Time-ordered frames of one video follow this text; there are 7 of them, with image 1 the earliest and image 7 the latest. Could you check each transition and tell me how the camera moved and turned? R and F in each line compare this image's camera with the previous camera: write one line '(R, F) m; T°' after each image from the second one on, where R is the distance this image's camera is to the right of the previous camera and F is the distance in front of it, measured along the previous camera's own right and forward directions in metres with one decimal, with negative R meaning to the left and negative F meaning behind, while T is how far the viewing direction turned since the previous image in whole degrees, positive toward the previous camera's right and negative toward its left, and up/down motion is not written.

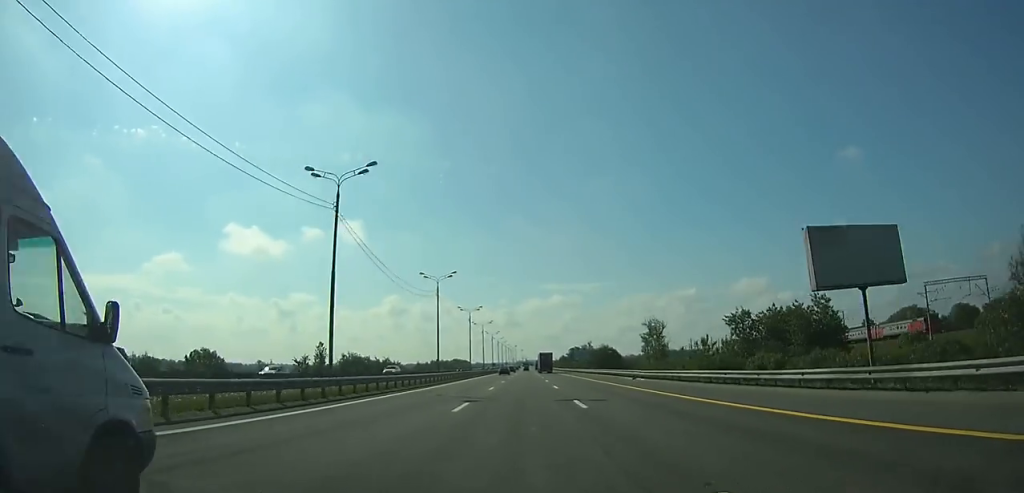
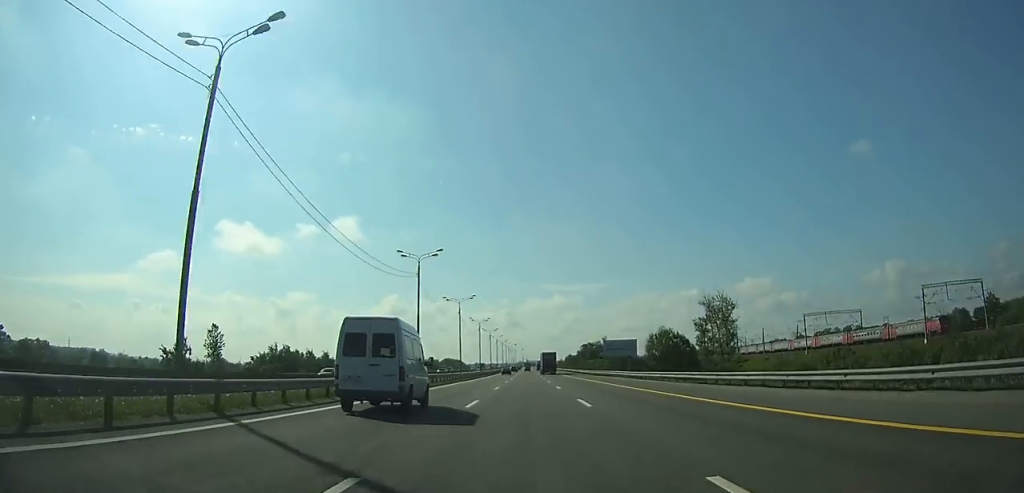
(+0.2, +62.0) m; 0°
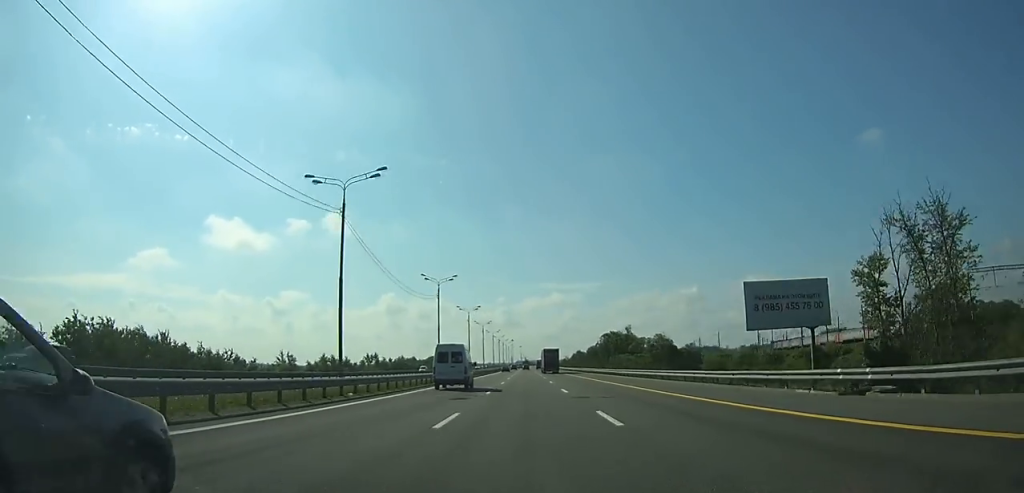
(+0.1, +70.2) m; 0°
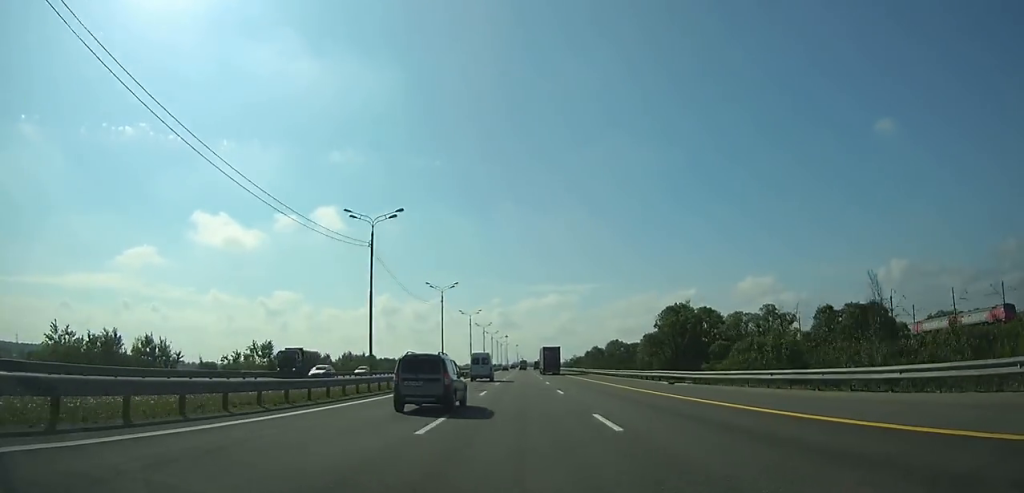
(+0.1, +81.0) m; 0°
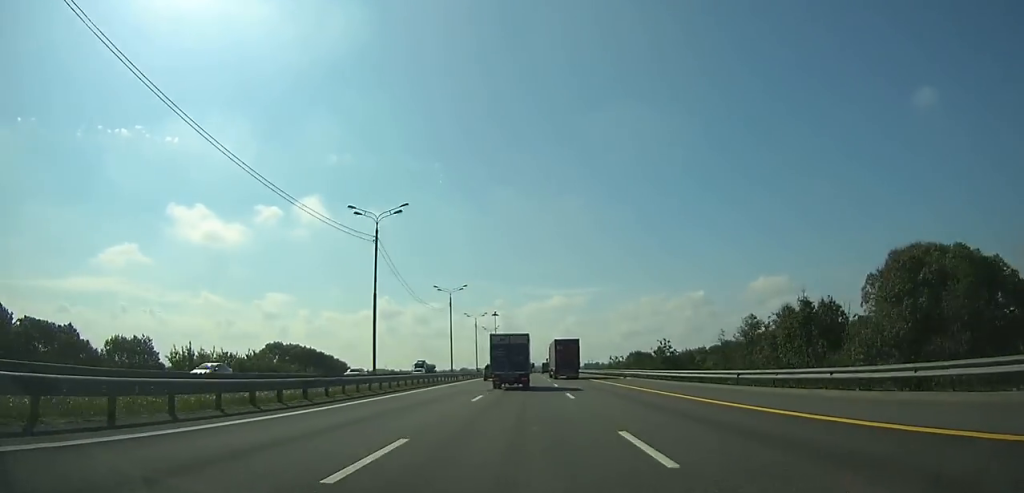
(0.0, +181.1) m; 0°
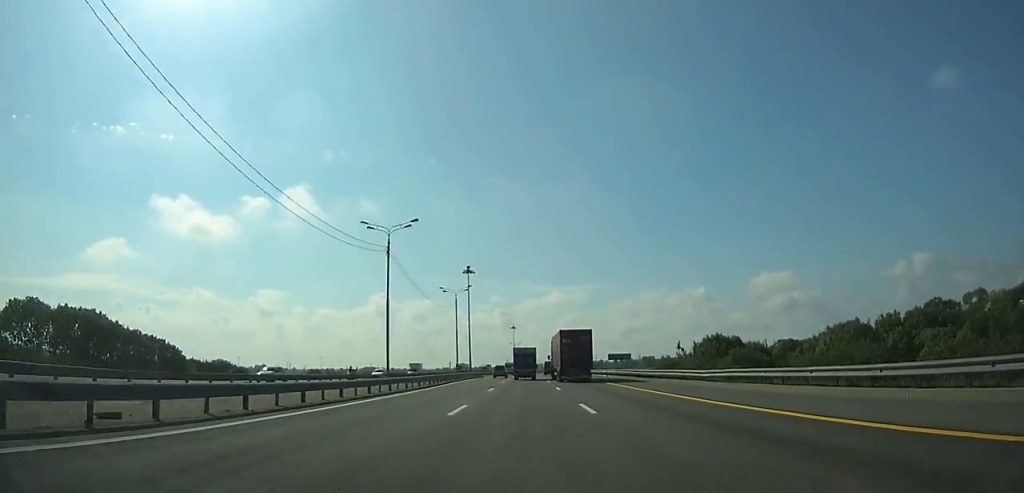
(+0.1, +86.6) m; 0°
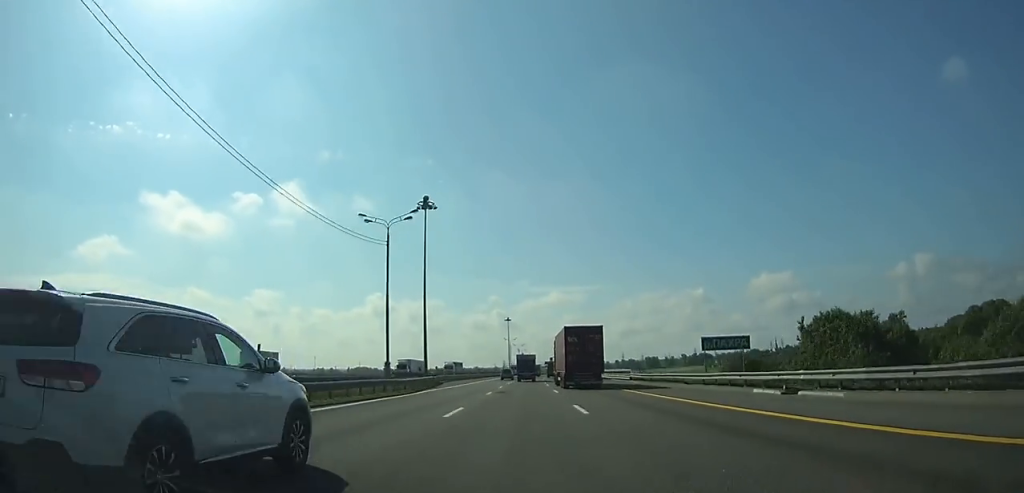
(0.0, +47.2) m; 0°
